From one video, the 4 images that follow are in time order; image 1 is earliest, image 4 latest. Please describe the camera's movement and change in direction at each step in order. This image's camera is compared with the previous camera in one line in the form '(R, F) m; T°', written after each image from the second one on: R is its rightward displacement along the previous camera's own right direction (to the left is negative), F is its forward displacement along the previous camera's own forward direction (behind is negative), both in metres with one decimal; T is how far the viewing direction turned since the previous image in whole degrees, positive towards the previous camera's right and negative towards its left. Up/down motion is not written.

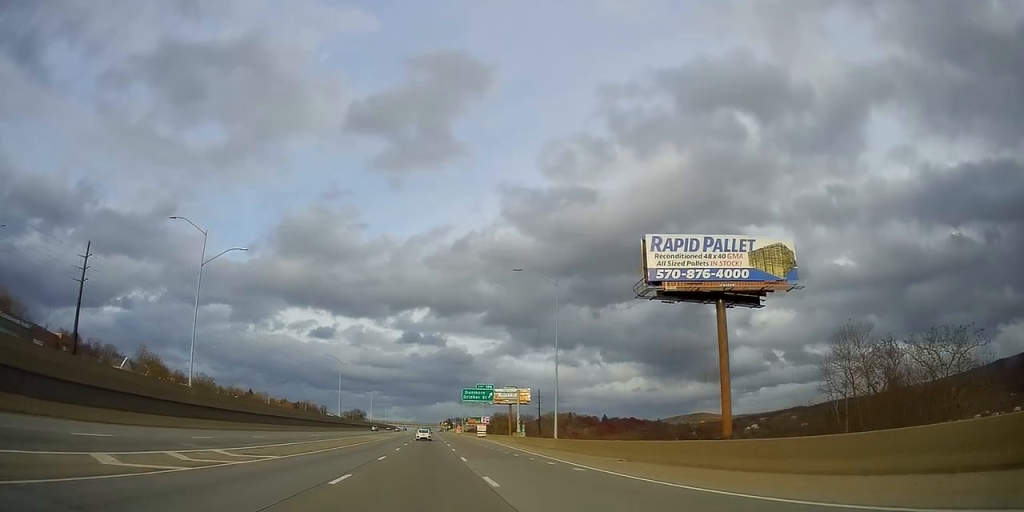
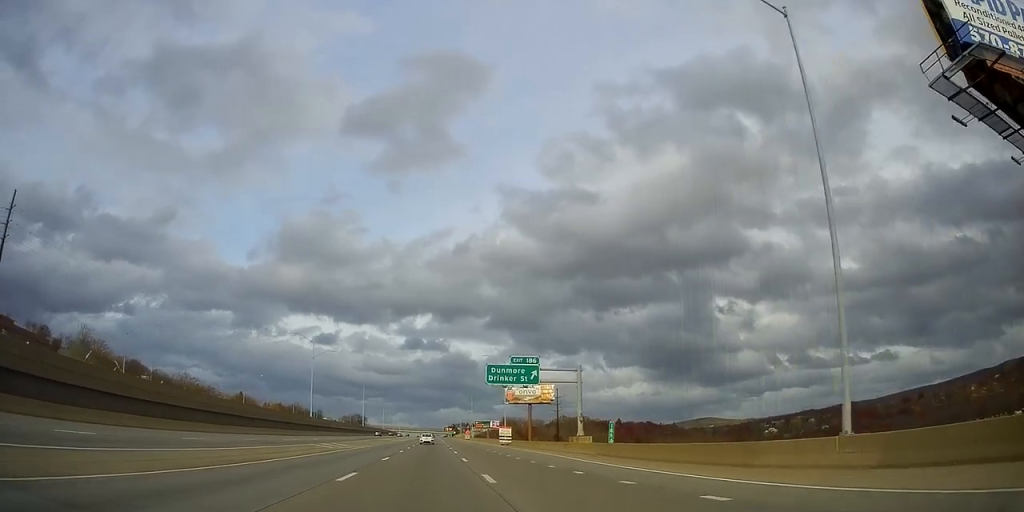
(-0.8, +36.9) m; -2°
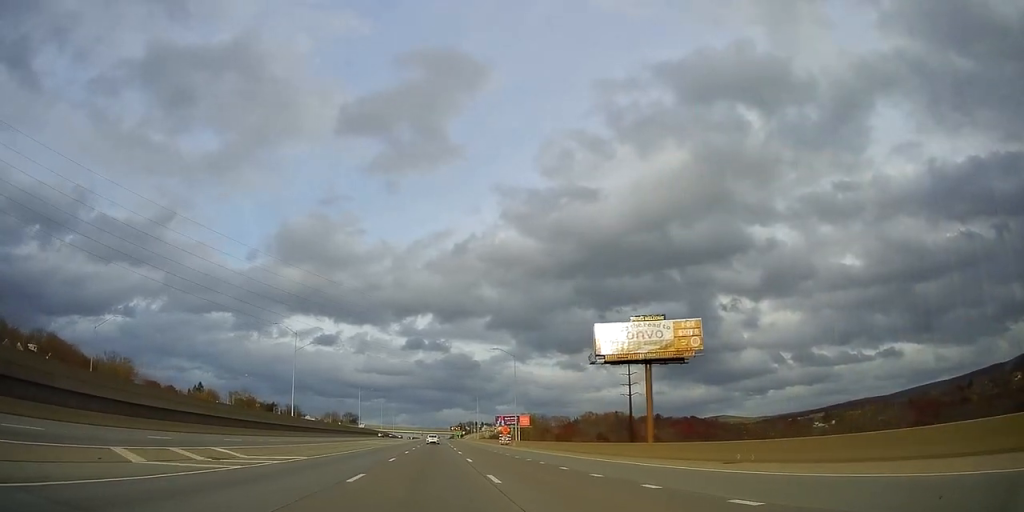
(-1.5, +101.2) m; -1°
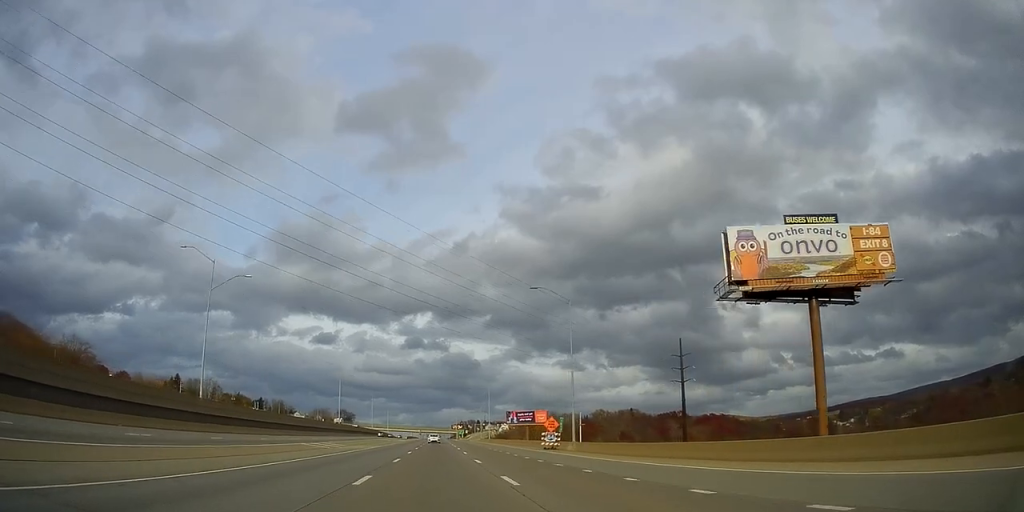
(+0.3, +39.6) m; +1°
